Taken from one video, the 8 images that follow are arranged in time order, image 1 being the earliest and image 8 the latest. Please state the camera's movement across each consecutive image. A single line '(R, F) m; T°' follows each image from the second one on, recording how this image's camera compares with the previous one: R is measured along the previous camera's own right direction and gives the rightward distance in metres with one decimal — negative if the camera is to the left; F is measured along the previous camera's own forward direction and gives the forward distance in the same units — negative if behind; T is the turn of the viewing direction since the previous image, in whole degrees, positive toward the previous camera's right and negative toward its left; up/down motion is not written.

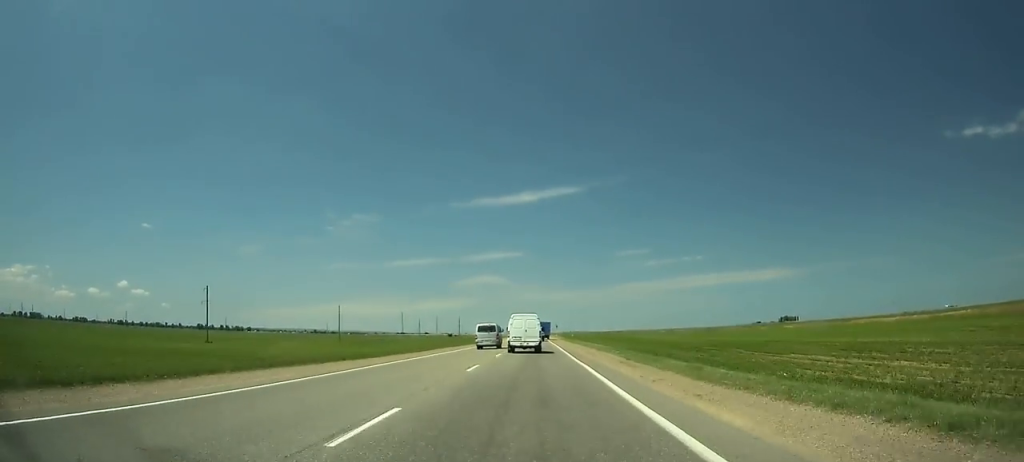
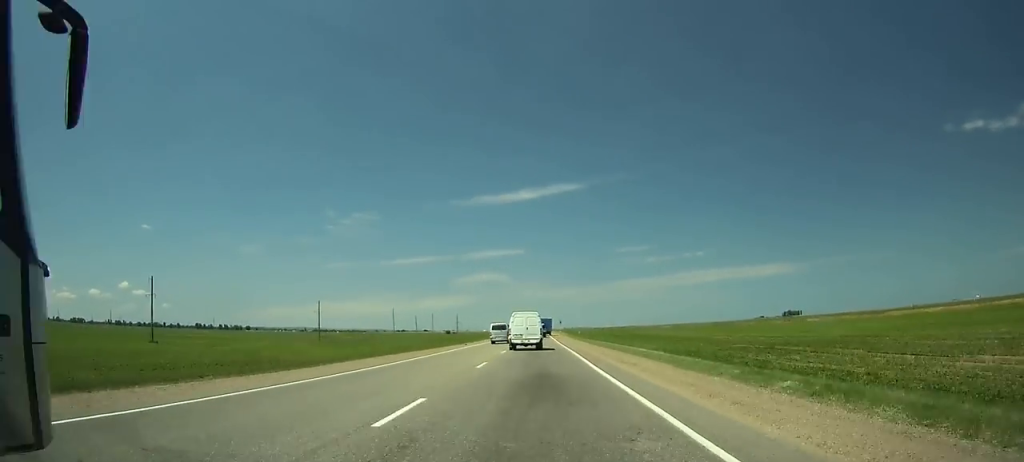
(+0.1, +22.6) m; 0°
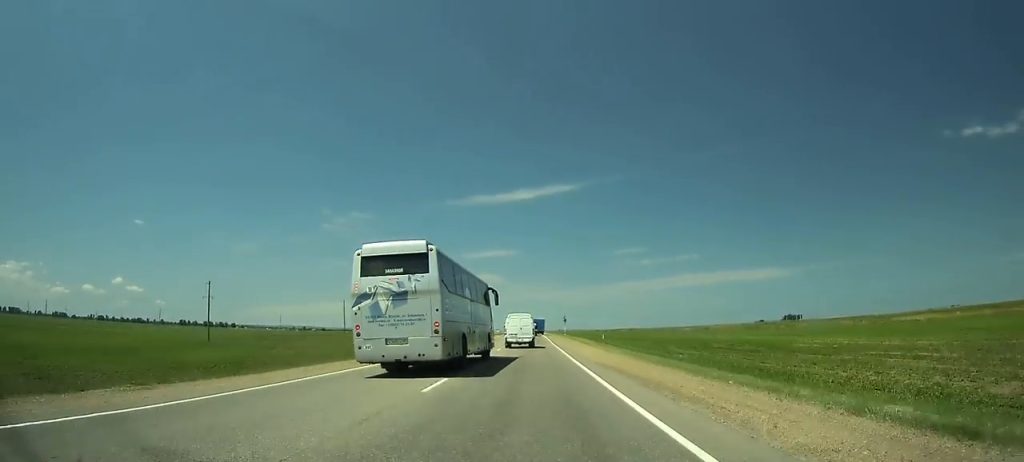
(-0.3, +68.9) m; -1°
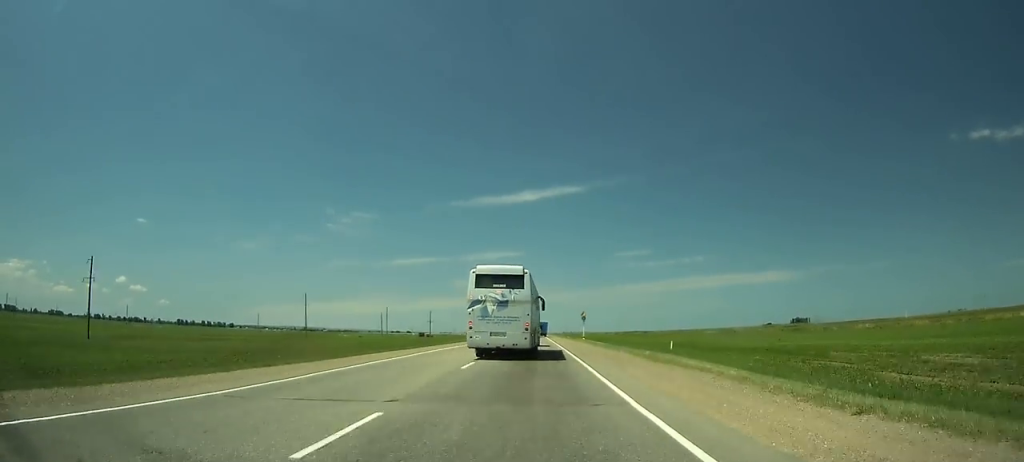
(-0.1, +42.7) m; 0°
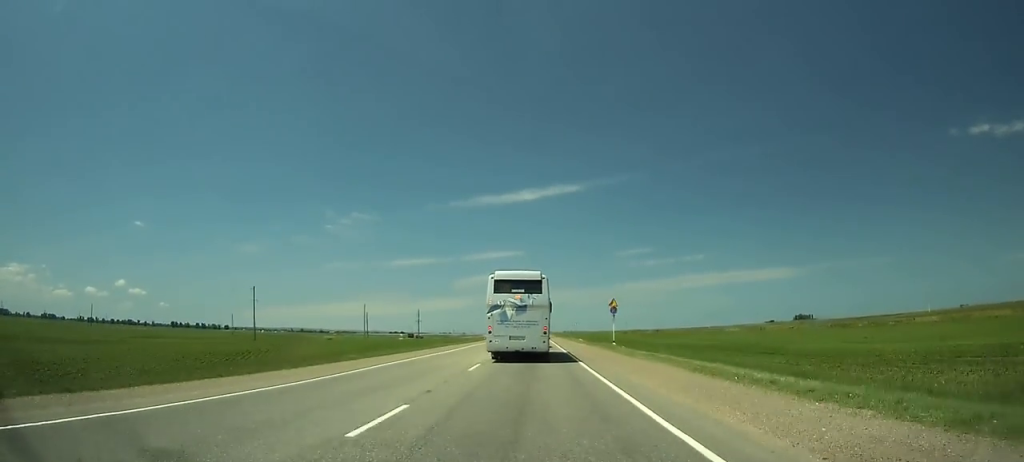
(0.0, +34.1) m; 0°
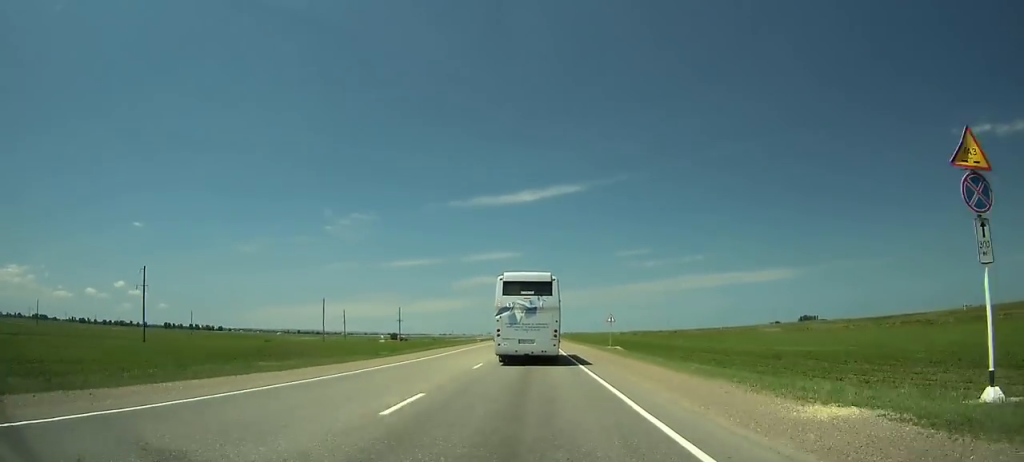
(-0.1, +46.1) m; 0°
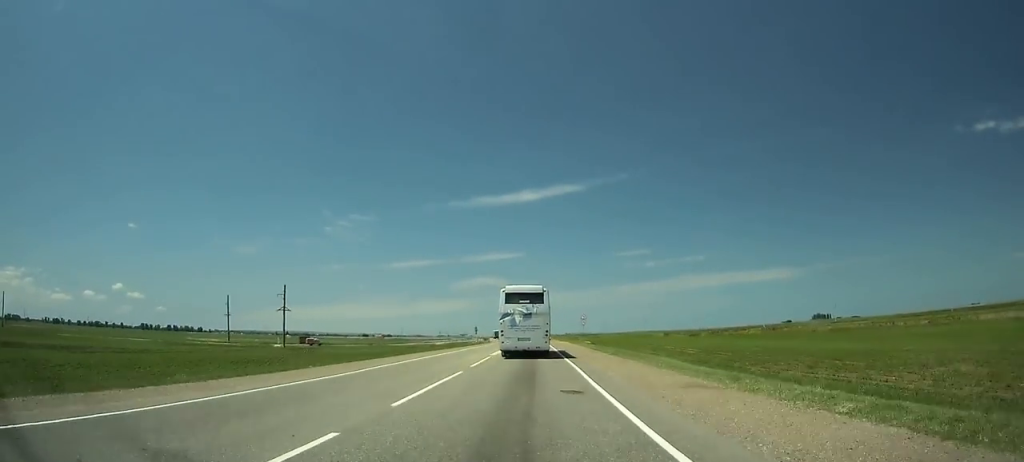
(+0.9, +131.9) m; 0°
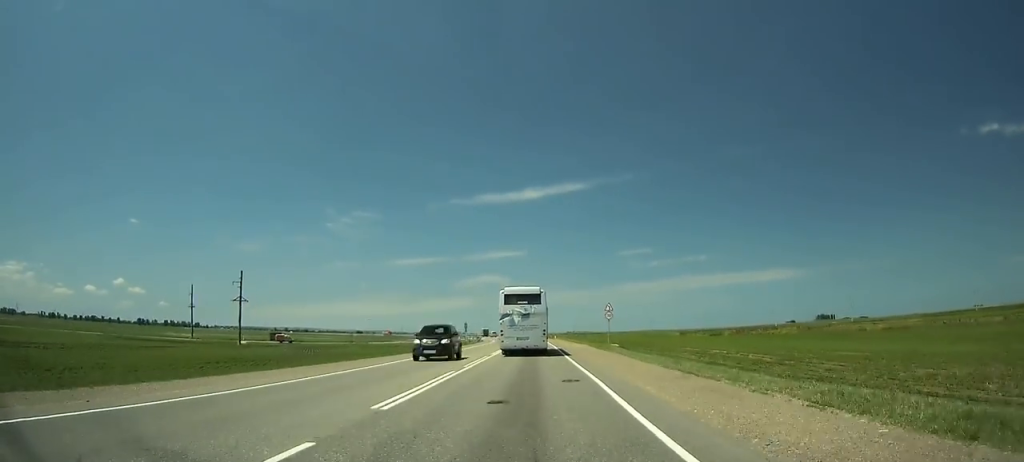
(0.0, +25.2) m; 0°
